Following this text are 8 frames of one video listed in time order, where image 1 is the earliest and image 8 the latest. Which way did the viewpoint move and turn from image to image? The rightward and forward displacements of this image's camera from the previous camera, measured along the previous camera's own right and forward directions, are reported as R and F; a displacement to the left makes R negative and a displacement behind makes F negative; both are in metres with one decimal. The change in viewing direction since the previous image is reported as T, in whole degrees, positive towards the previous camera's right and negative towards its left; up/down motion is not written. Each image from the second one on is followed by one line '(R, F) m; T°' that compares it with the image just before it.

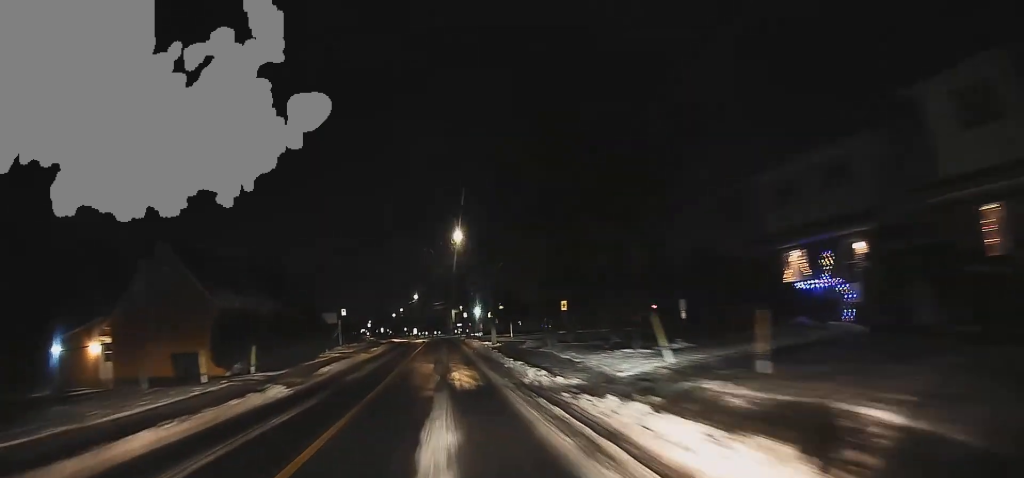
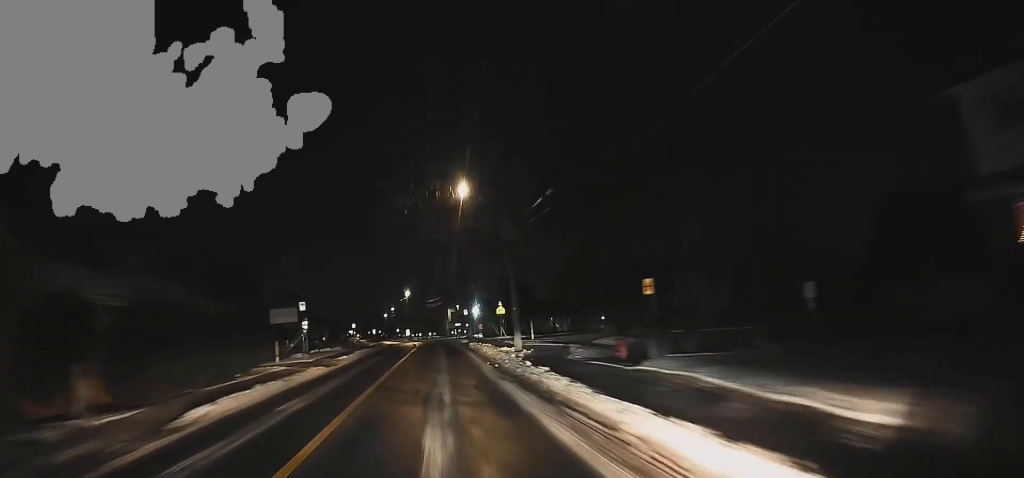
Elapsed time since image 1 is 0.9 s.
(-0.2, +11.4) m; 0°
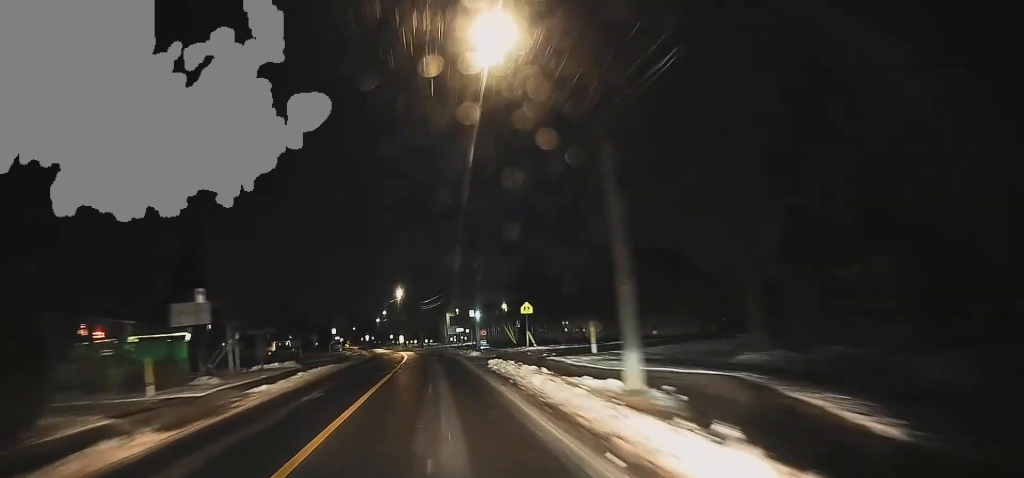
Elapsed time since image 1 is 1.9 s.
(+0.2, +13.8) m; +1°
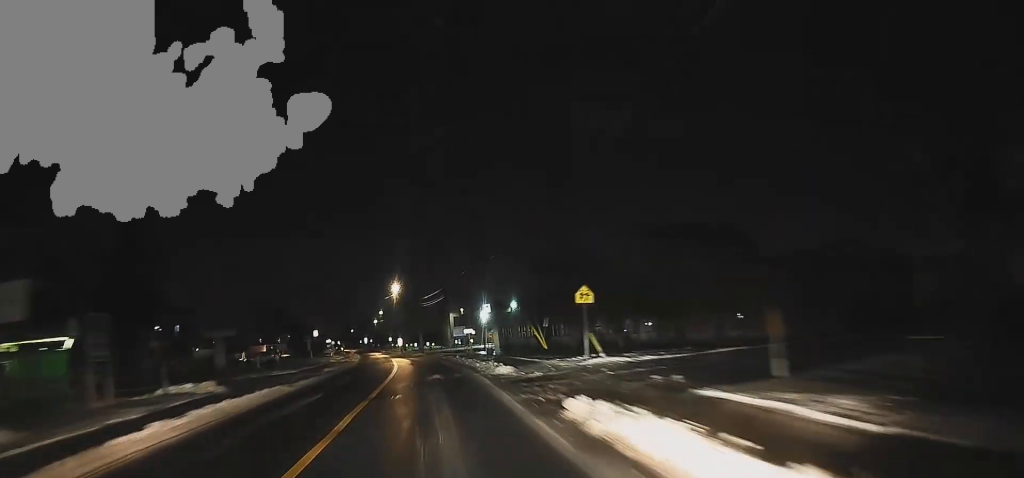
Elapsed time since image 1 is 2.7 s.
(+0.1, +11.1) m; +1°
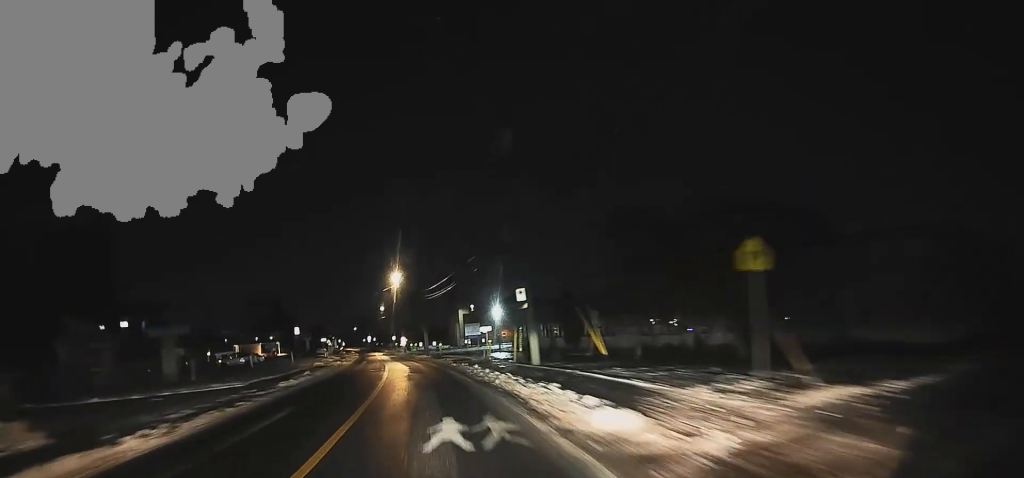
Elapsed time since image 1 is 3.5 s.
(0.0, +10.2) m; -1°
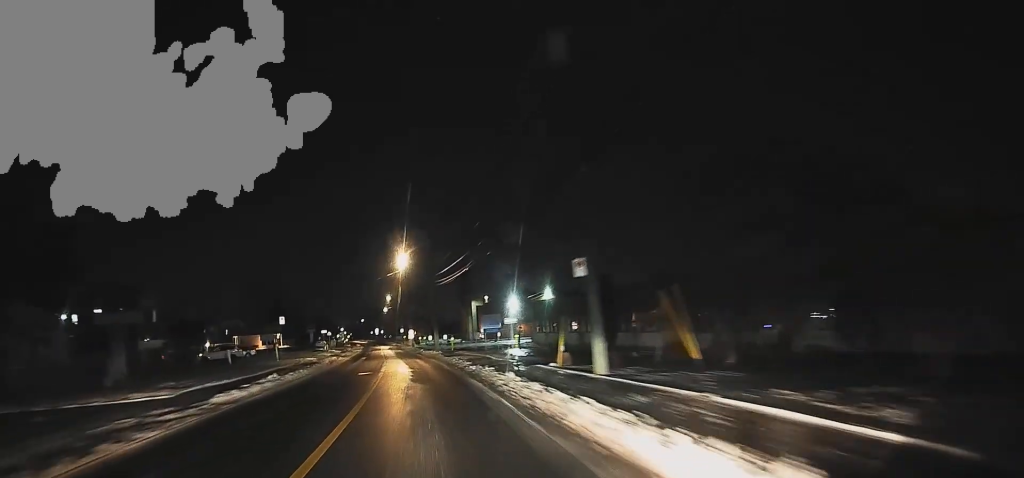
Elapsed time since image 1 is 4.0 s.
(+0.1, +7.1) m; -1°
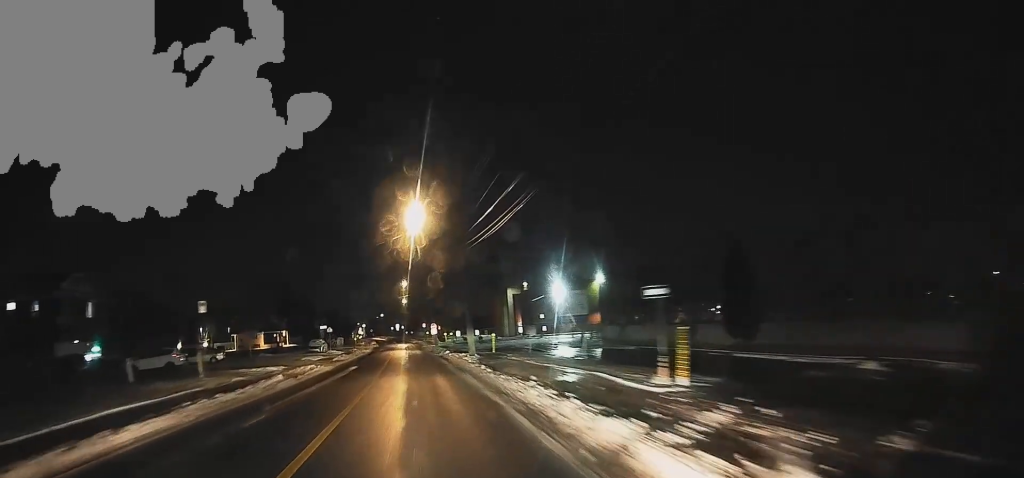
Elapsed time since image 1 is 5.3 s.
(-0.6, +16.3) m; -3°
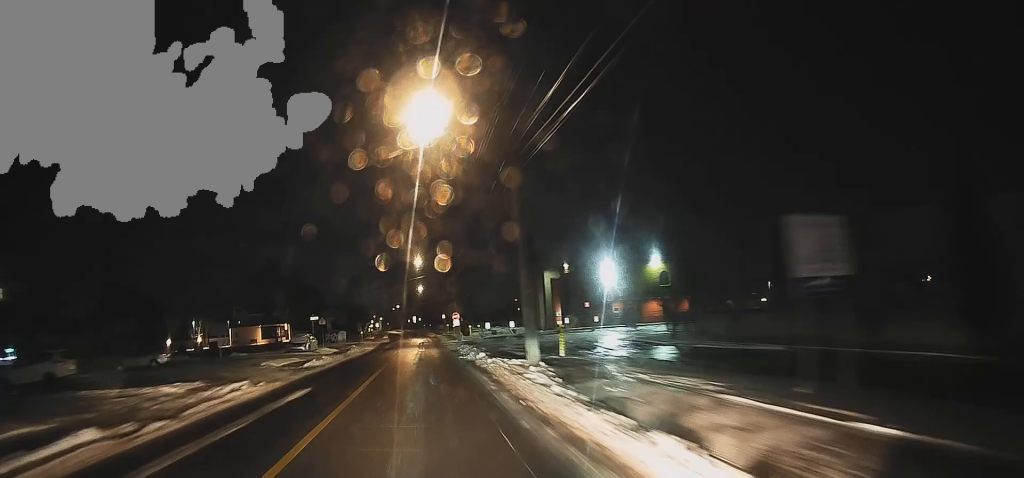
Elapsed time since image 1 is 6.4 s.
(-0.2, +14.2) m; -2°
